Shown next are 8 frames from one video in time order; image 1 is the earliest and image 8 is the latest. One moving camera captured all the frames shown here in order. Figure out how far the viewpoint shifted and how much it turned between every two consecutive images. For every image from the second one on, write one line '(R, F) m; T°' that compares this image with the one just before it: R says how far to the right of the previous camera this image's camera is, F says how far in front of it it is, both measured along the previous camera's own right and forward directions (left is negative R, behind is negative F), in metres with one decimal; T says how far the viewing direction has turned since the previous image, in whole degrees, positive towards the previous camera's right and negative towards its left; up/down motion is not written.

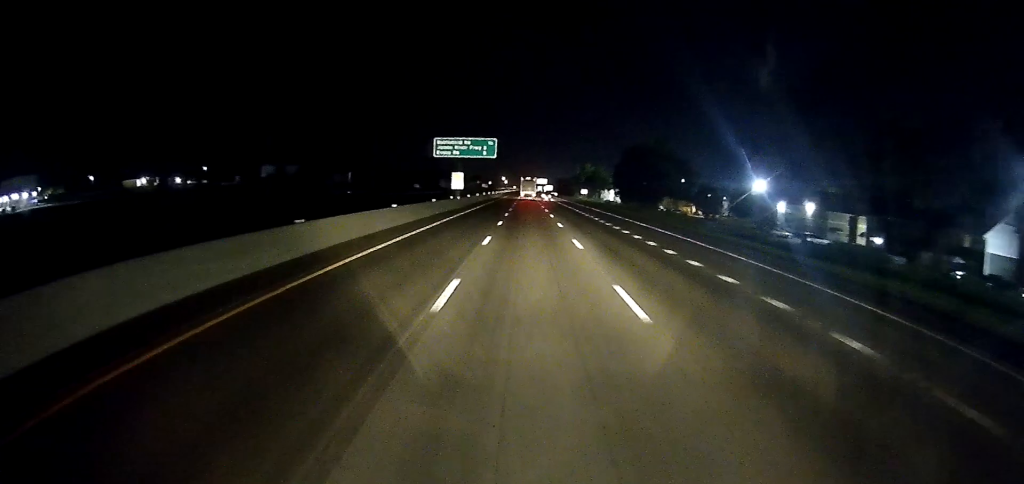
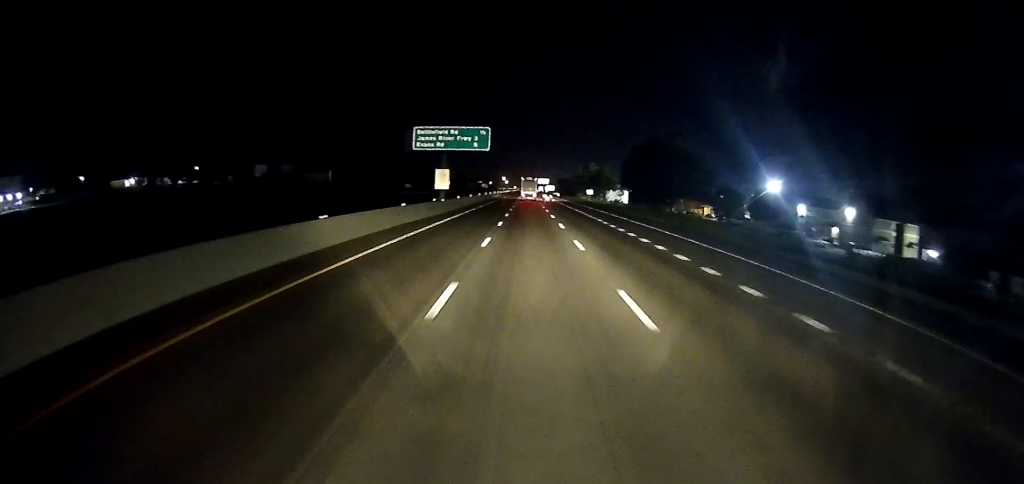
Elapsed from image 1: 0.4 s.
(0.0, +12.8) m; 0°
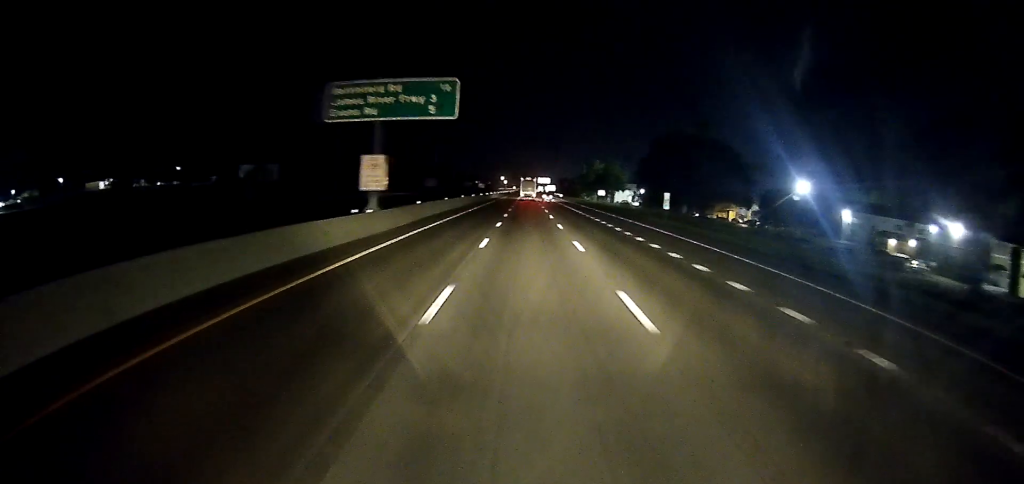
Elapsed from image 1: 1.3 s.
(0.0, +24.7) m; +1°
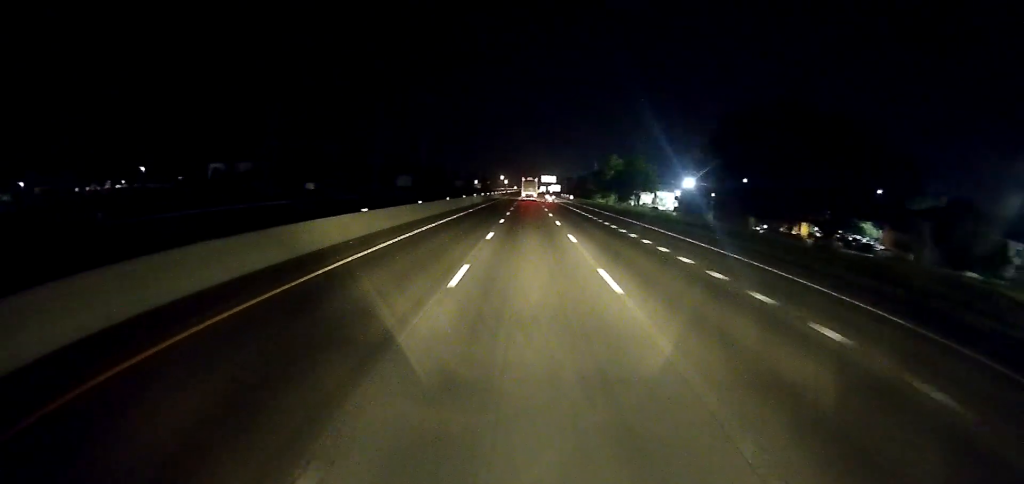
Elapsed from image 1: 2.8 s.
(+0.1, +45.3) m; -1°
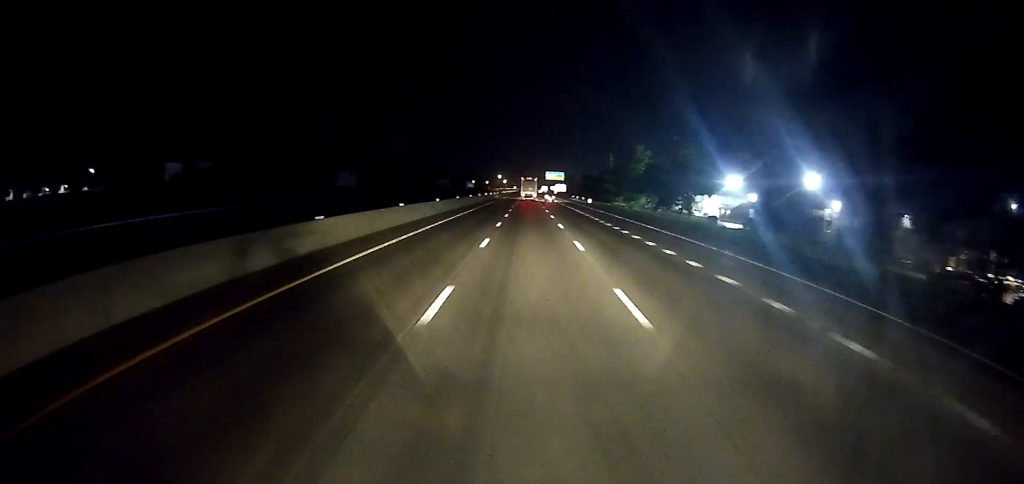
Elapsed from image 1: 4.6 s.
(+0.3, +52.3) m; +1°
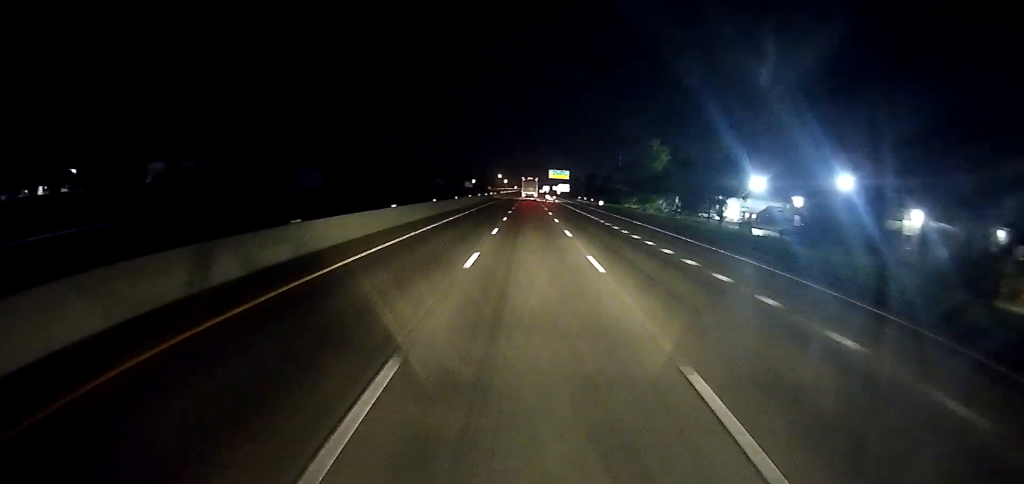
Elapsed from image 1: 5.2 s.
(+0.3, +17.8) m; 0°
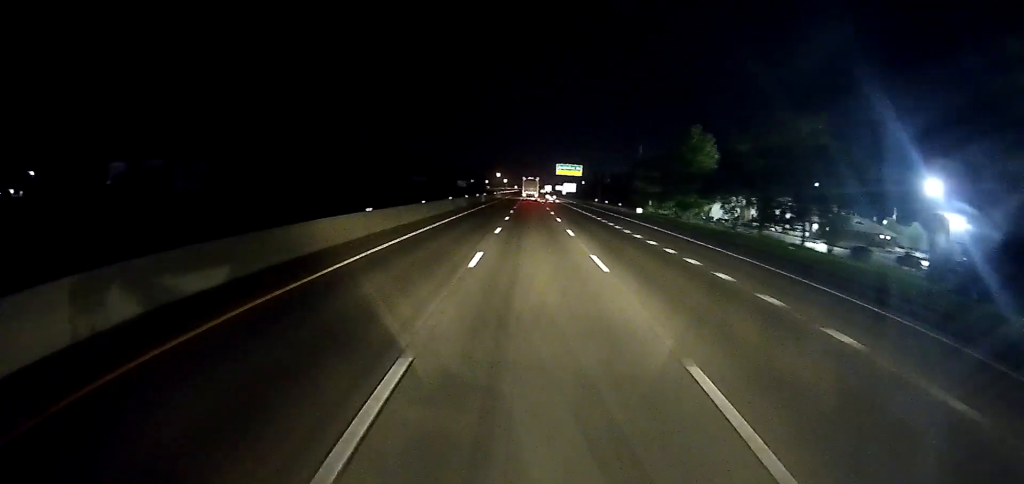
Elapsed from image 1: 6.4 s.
(-0.8, +36.4) m; -1°
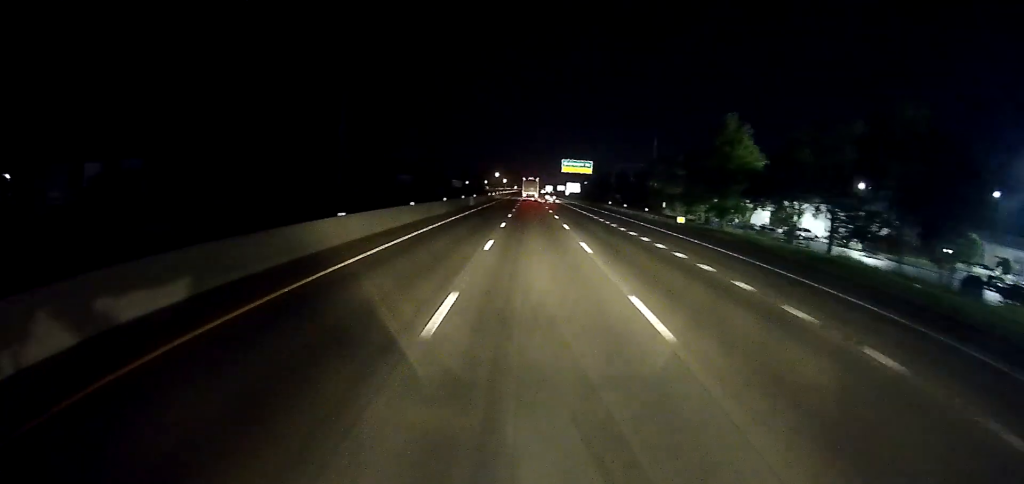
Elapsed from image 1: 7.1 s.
(-0.1, +19.7) m; +1°
